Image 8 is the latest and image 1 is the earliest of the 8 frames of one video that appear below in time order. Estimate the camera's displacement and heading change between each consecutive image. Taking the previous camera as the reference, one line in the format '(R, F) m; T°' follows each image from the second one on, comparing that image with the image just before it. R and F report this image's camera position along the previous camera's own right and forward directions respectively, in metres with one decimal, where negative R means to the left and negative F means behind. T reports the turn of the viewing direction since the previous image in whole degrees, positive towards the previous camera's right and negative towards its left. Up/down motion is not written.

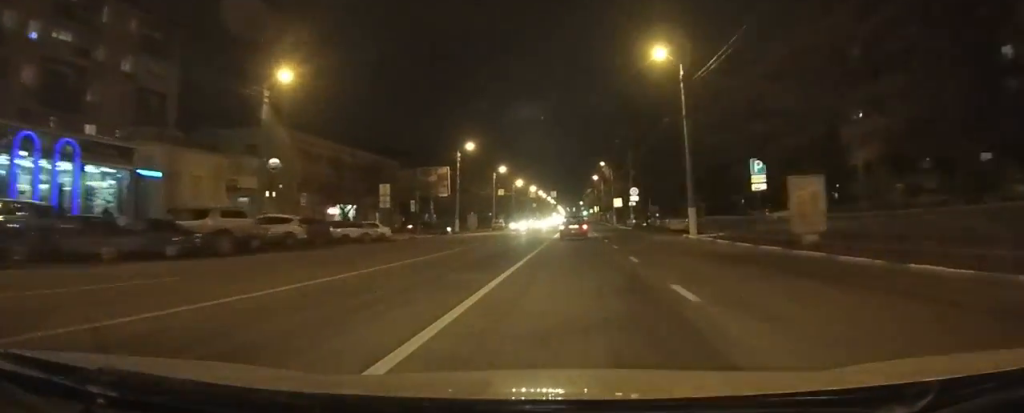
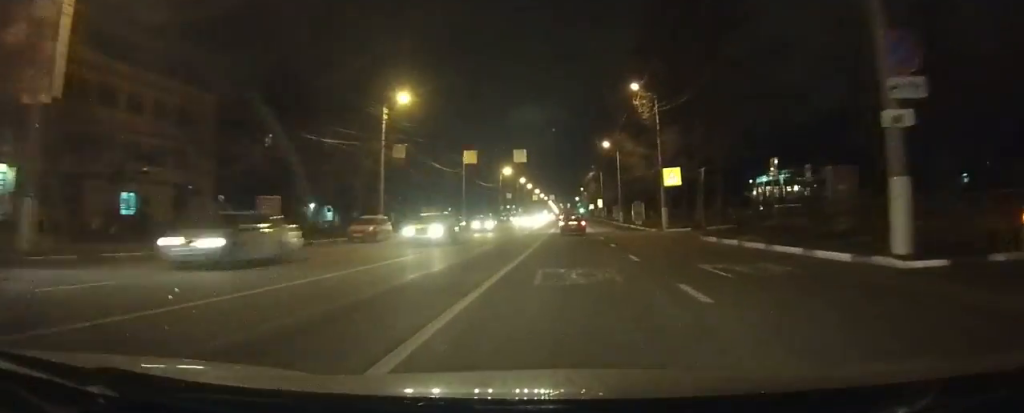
(-0.9, +56.7) m; -1°
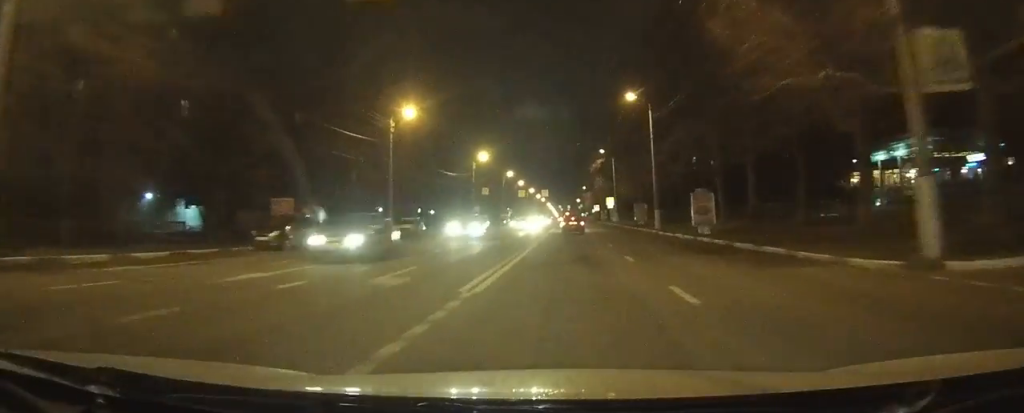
(+0.1, +31.6) m; +1°
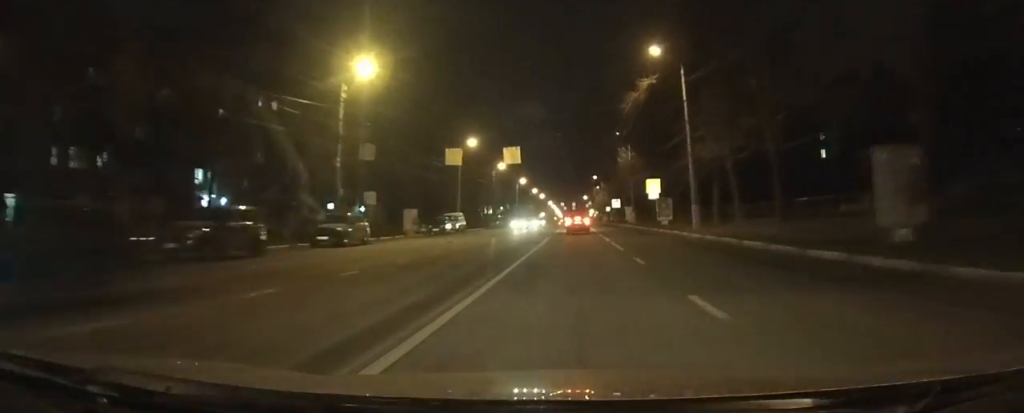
(+0.5, +47.8) m; +1°
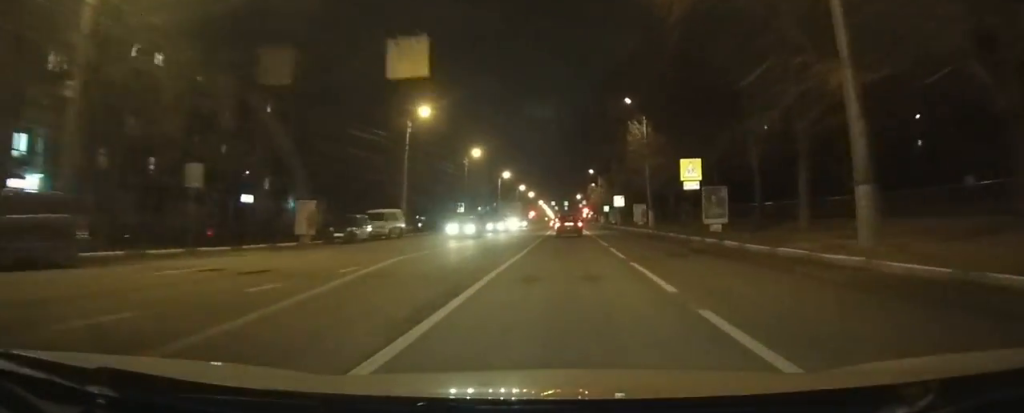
(+0.2, +18.6) m; 0°
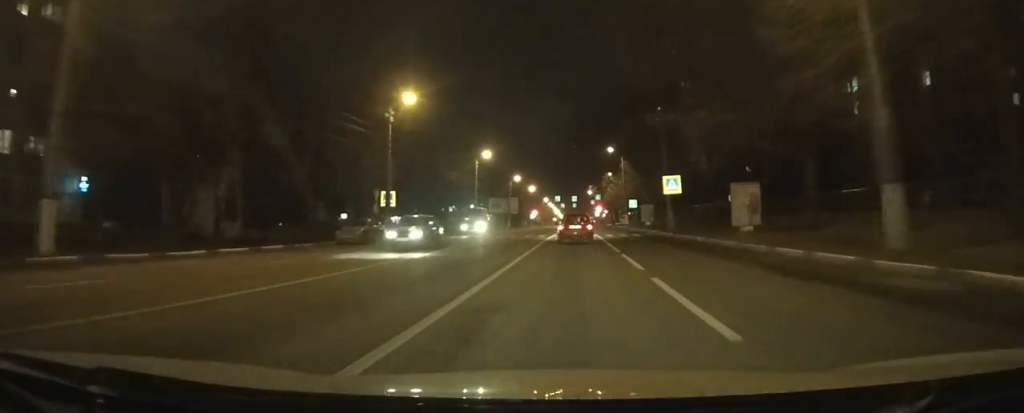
(+0.1, +34.6) m; 0°
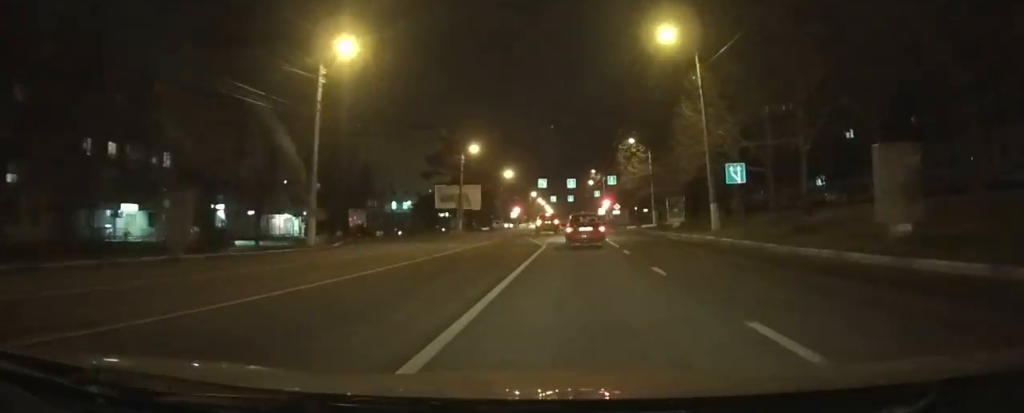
(-0.1, +51.2) m; -1°
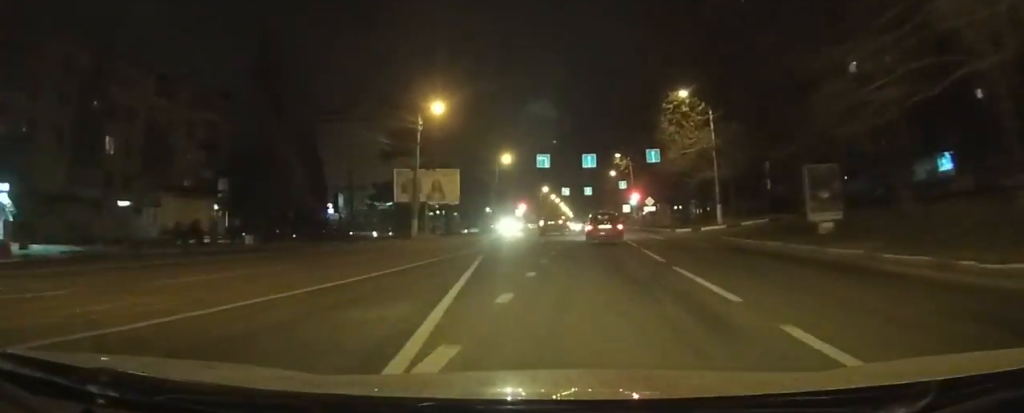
(-0.4, +26.3) m; -1°
